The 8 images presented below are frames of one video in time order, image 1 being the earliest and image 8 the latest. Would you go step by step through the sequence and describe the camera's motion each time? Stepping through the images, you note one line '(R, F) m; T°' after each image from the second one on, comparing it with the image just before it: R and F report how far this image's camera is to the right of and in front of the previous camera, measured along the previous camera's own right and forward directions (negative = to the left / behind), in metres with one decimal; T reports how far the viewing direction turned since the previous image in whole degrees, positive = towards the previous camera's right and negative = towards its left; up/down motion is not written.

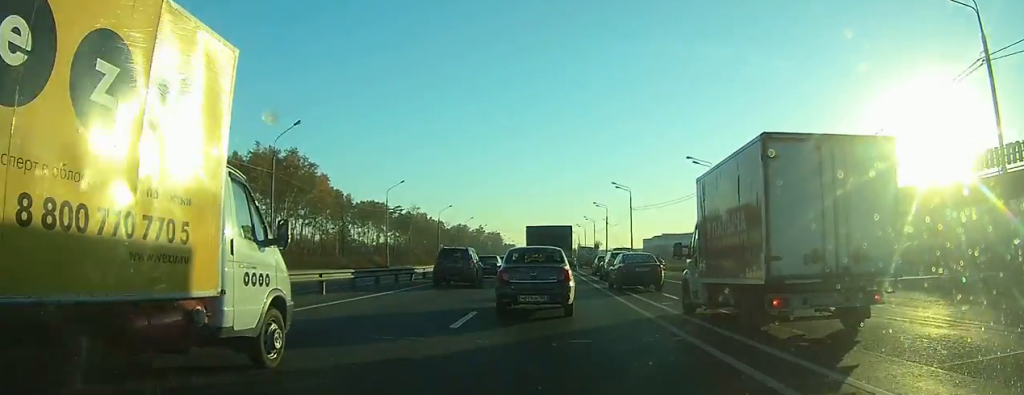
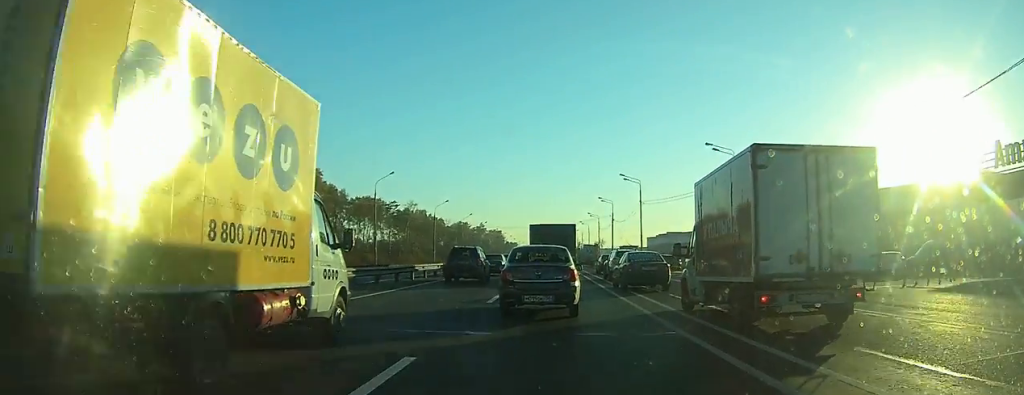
(+0.1, +6.3) m; 0°
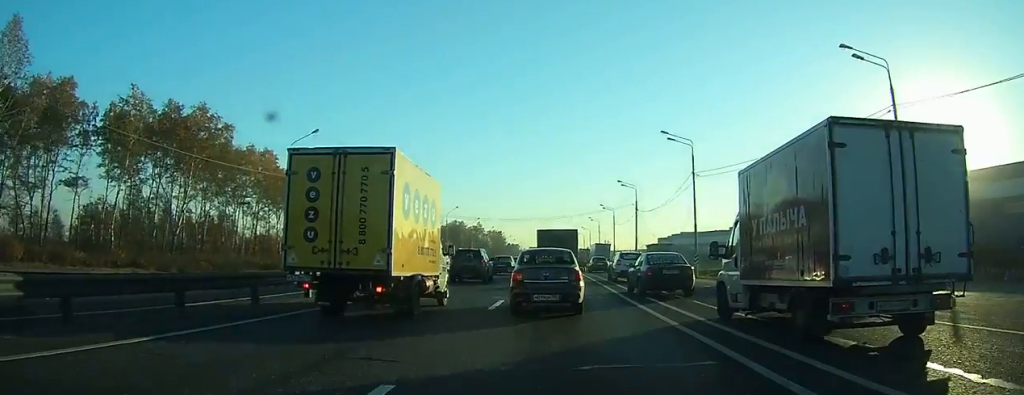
(-0.5, +26.1) m; -2°
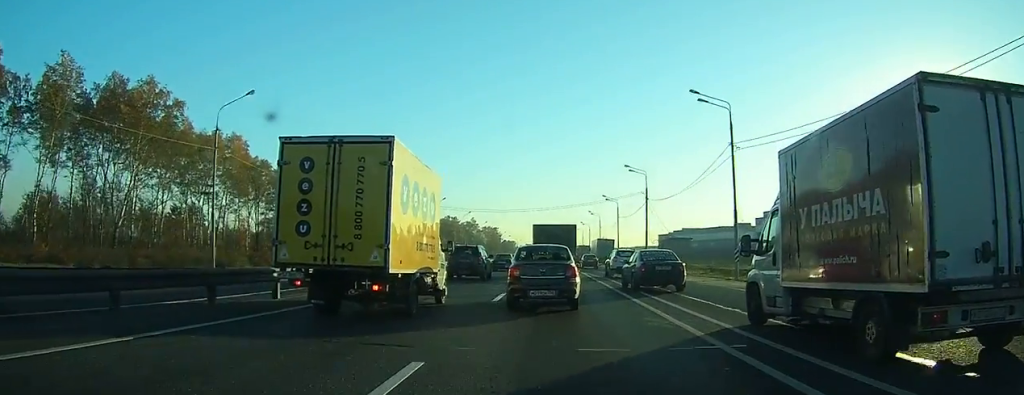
(-0.1, +10.5) m; 0°
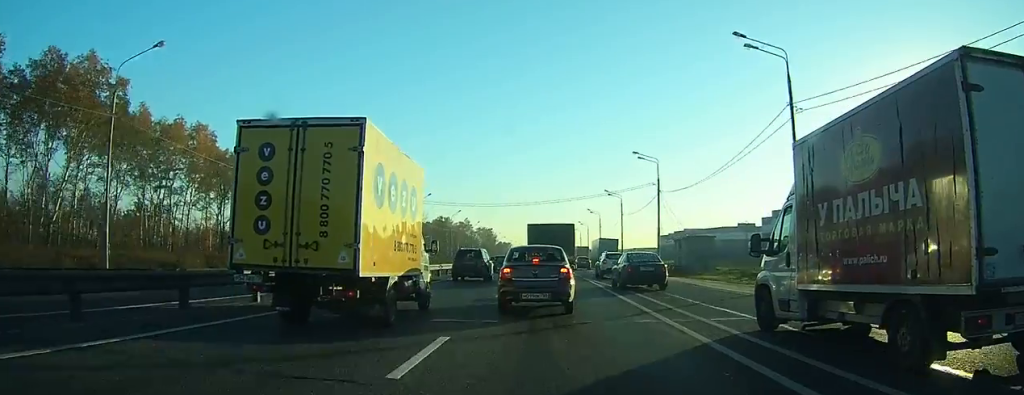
(-0.1, +9.2) m; +1°
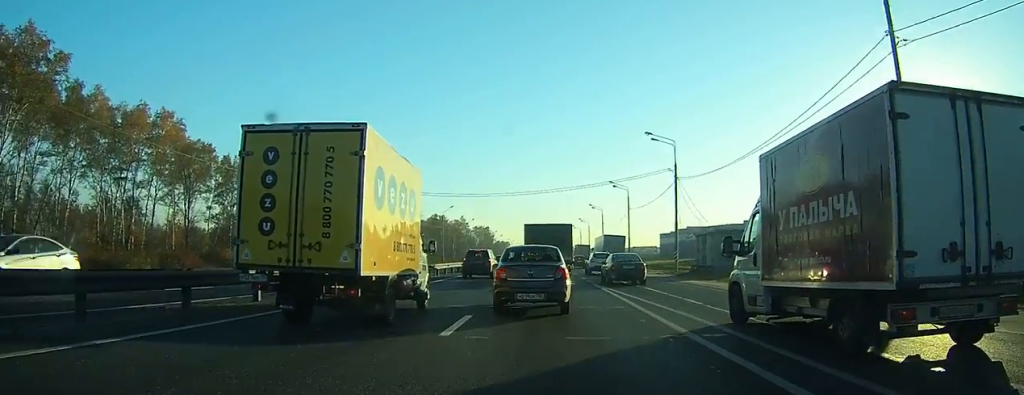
(+0.2, +8.7) m; +2°
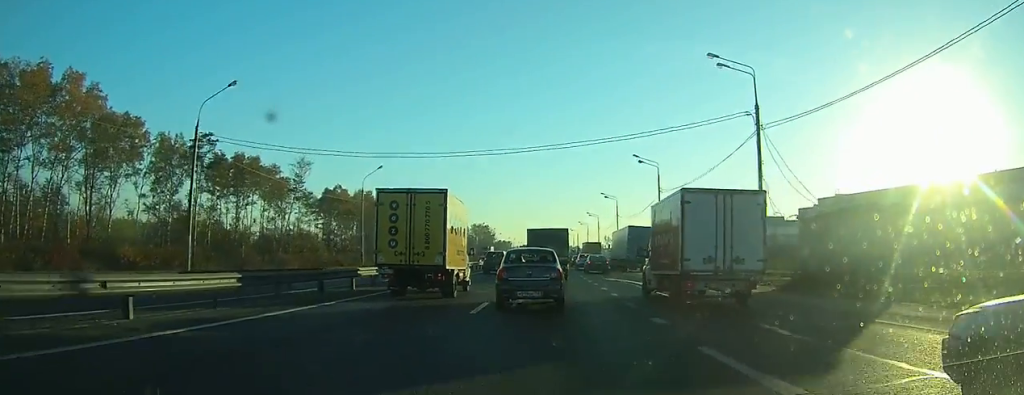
(+0.4, +21.4) m; 0°
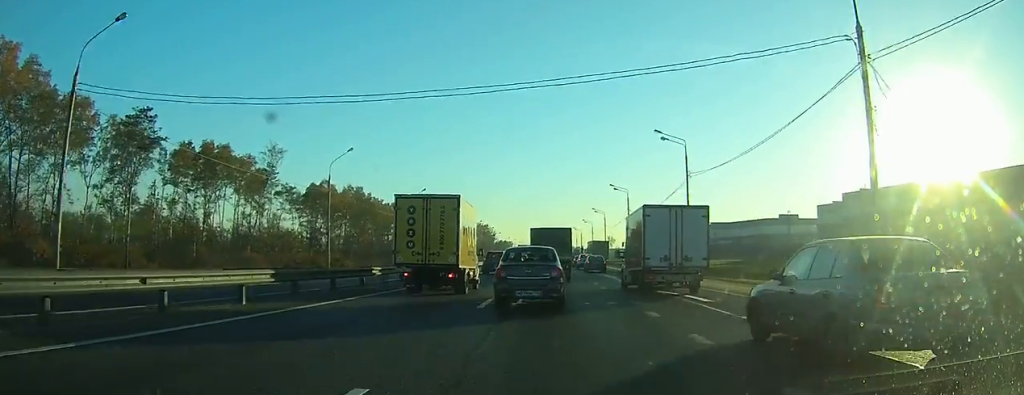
(-0.1, +10.7) m; -1°
